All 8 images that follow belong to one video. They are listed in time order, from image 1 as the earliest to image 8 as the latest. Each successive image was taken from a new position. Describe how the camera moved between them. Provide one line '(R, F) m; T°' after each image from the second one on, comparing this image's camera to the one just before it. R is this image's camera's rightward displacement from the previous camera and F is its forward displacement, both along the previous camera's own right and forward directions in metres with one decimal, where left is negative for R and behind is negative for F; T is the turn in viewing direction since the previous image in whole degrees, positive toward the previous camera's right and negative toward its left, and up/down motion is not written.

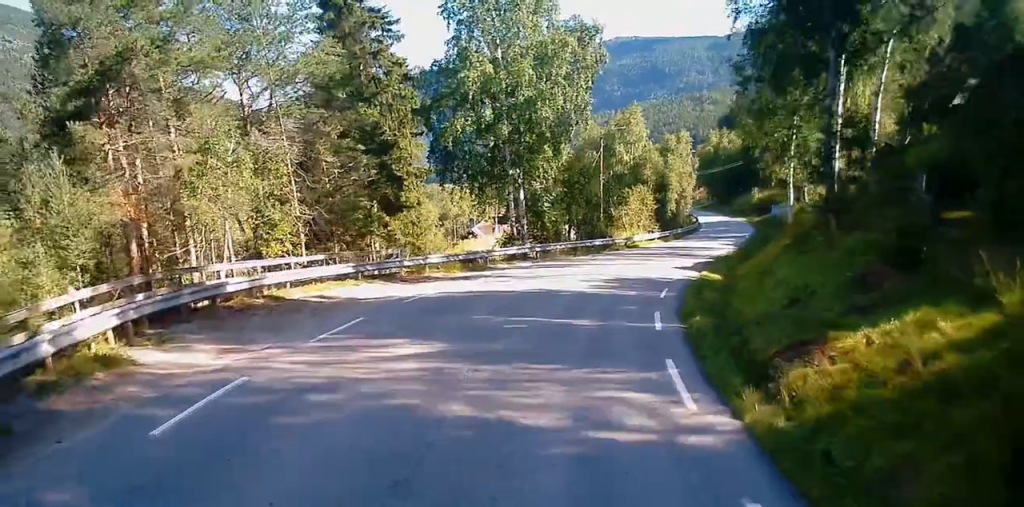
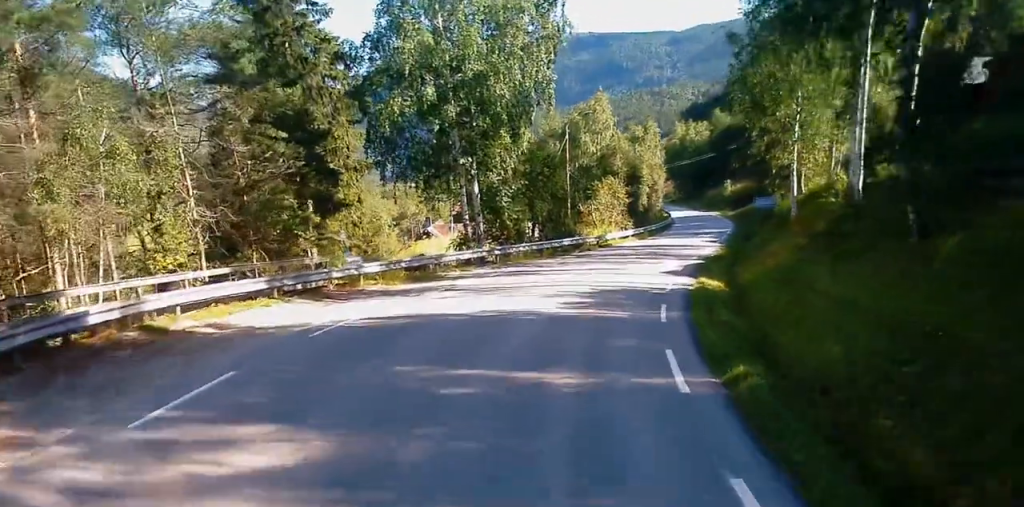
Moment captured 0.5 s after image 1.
(-0.4, +5.4) m; +4°
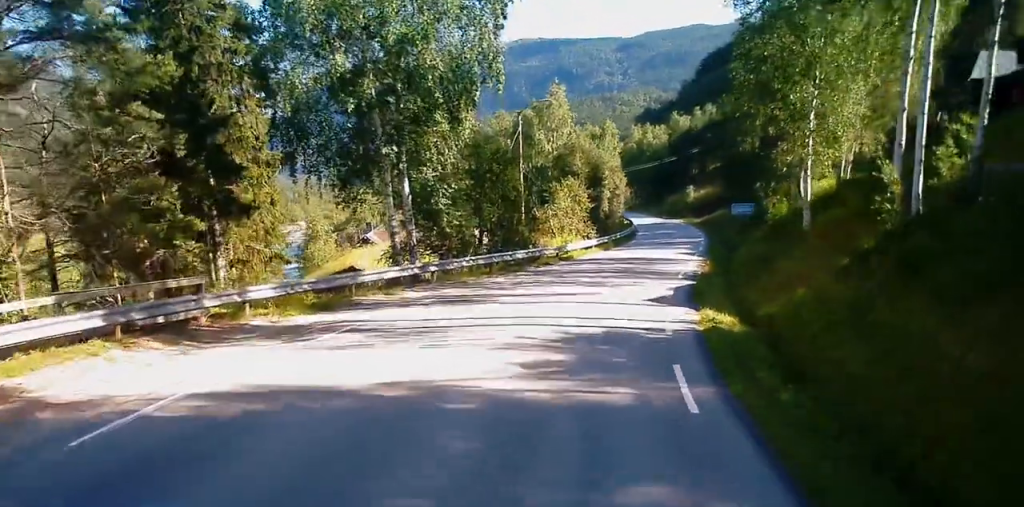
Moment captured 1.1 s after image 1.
(+1.0, +6.6) m; +5°
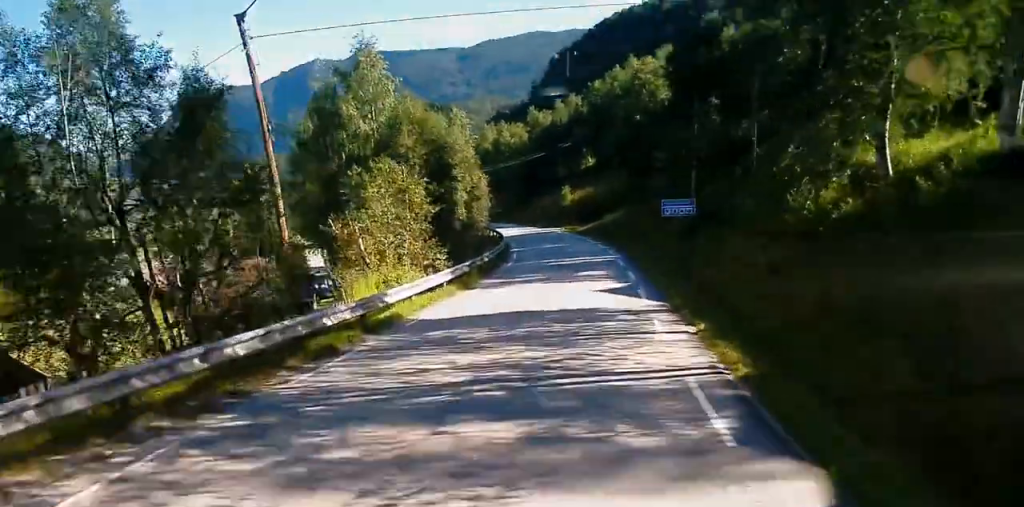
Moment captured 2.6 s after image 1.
(+1.3, +19.0) m; +4°
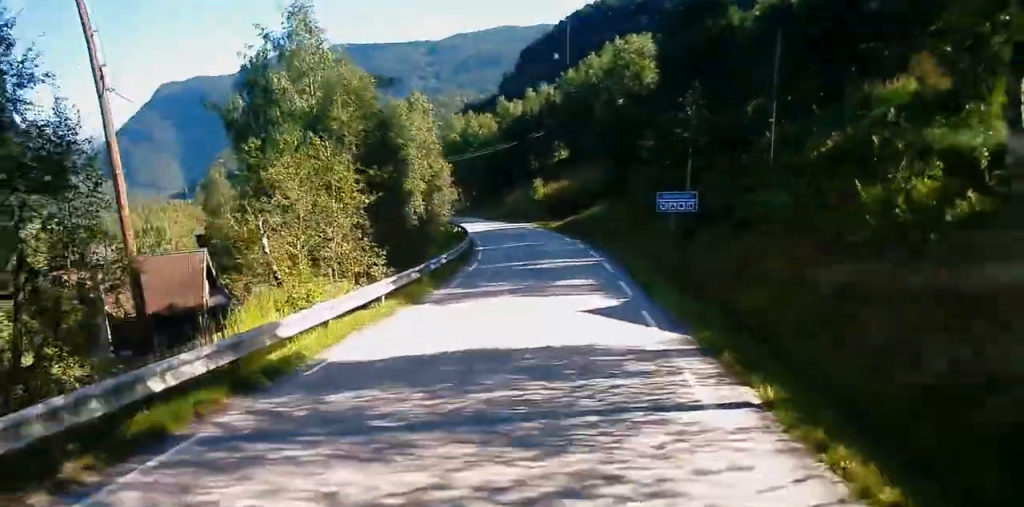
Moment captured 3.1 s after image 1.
(0.0, +5.9) m; 0°
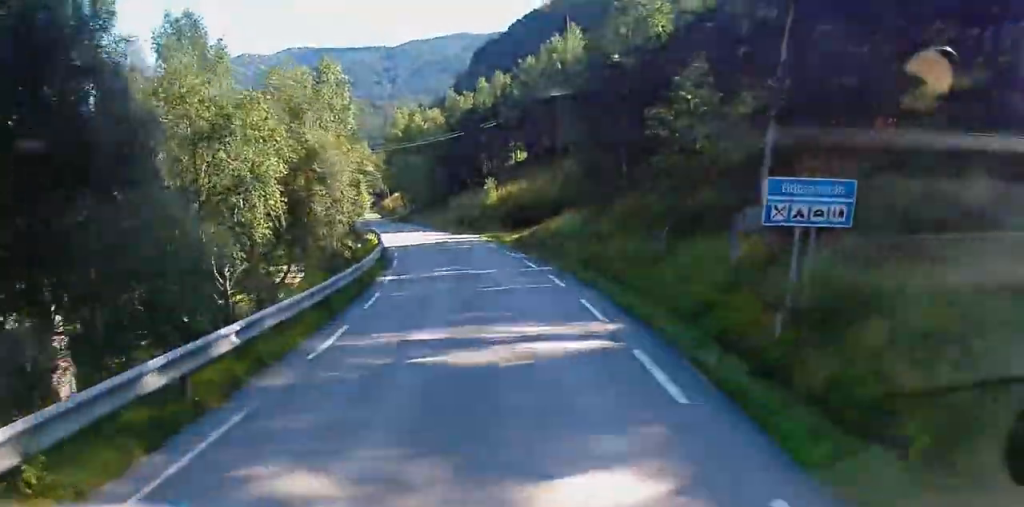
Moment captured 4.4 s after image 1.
(0.0, +16.9) m; +3°
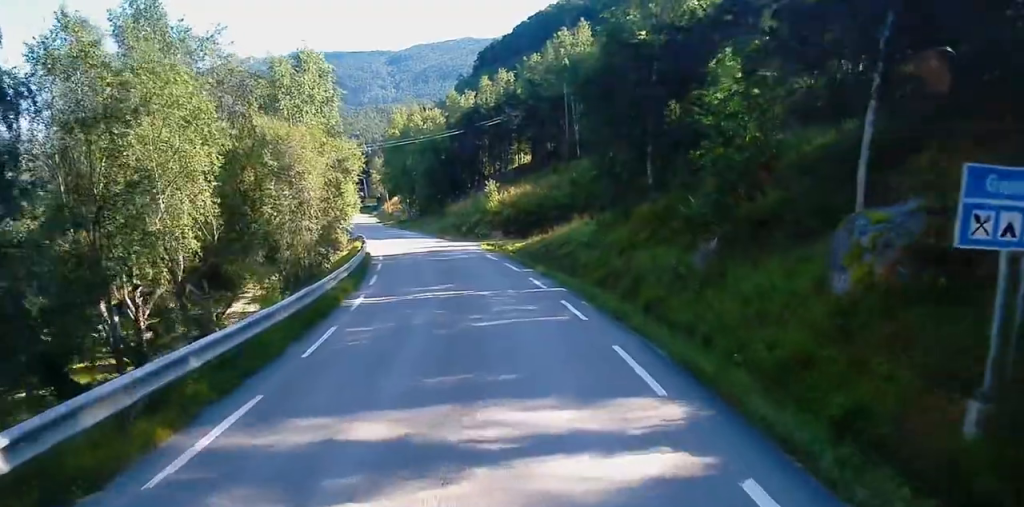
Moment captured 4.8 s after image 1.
(+0.2, +5.4) m; 0°
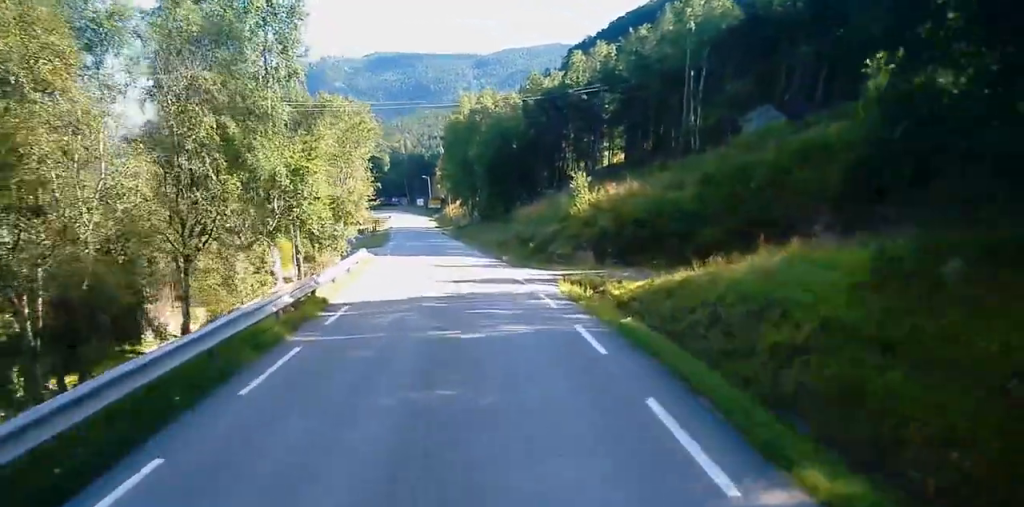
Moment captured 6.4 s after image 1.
(0.0, +20.5) m; -2°
